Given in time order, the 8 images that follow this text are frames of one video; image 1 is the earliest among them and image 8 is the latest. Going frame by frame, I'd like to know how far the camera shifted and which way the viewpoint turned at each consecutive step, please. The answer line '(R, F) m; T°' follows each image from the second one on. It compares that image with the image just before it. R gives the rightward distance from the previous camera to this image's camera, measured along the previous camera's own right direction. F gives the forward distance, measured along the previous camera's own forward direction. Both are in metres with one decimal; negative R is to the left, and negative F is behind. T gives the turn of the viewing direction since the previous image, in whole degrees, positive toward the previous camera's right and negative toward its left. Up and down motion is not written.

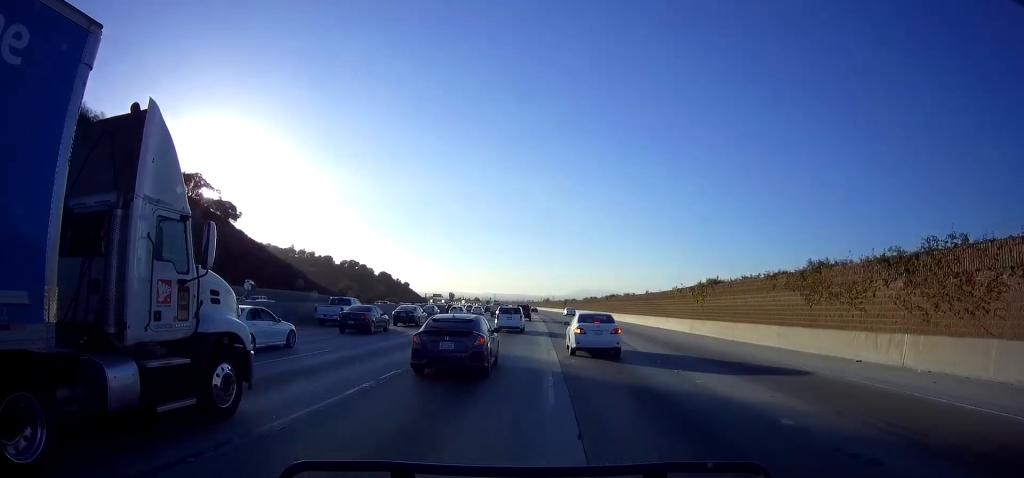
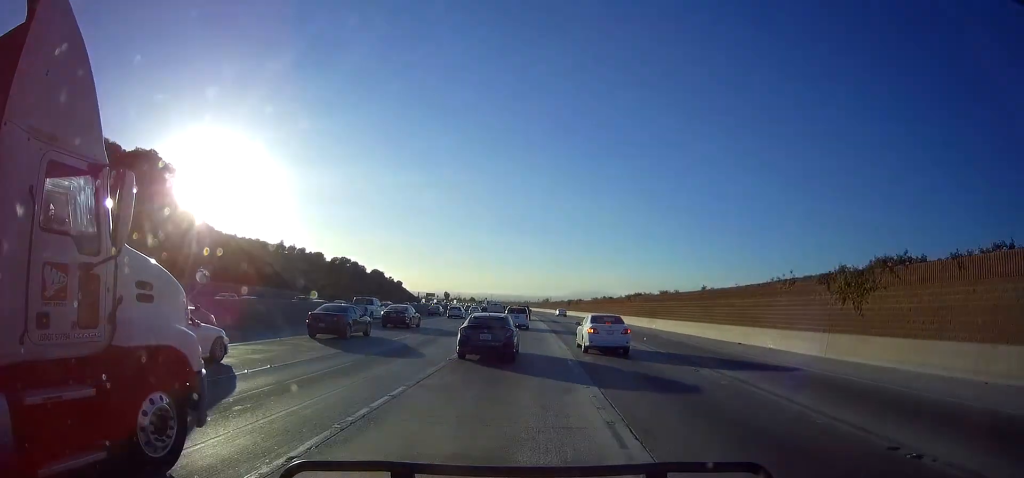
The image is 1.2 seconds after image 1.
(0.0, +17.6) m; 0°
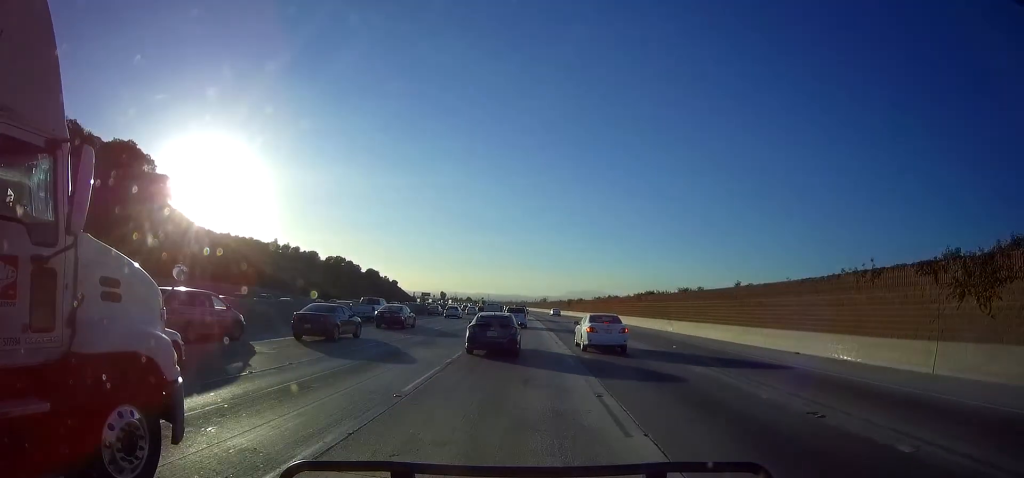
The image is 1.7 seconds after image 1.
(0.0, +6.6) m; 0°
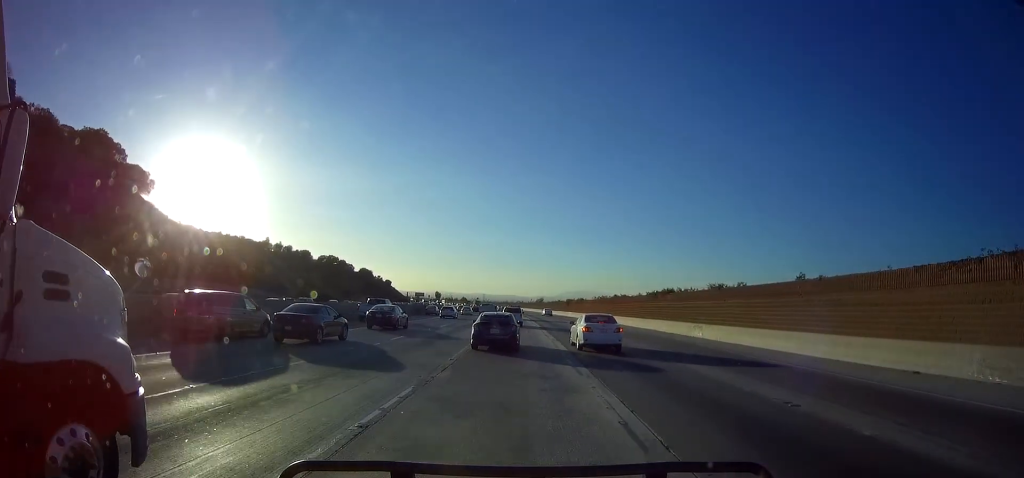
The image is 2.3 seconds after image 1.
(0.0, +8.0) m; 0°
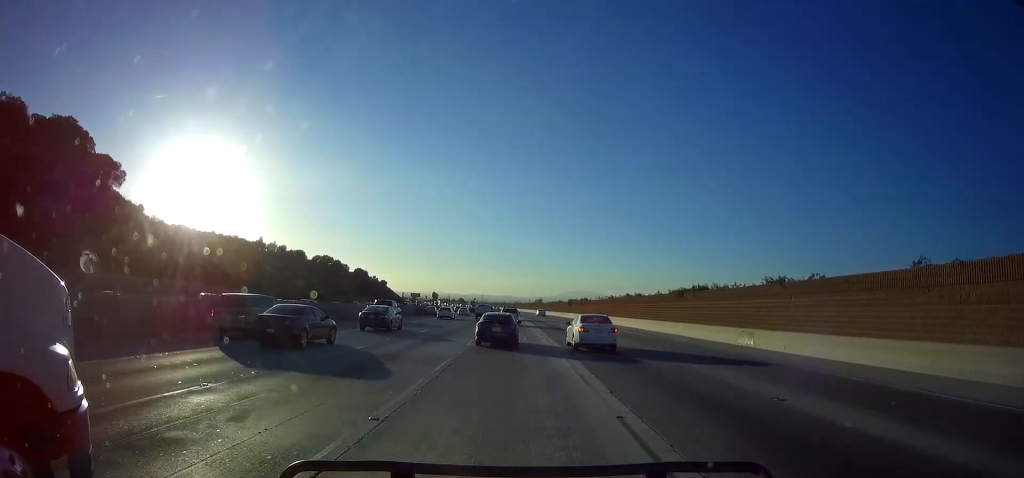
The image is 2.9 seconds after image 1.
(-0.1, +8.5) m; 0°
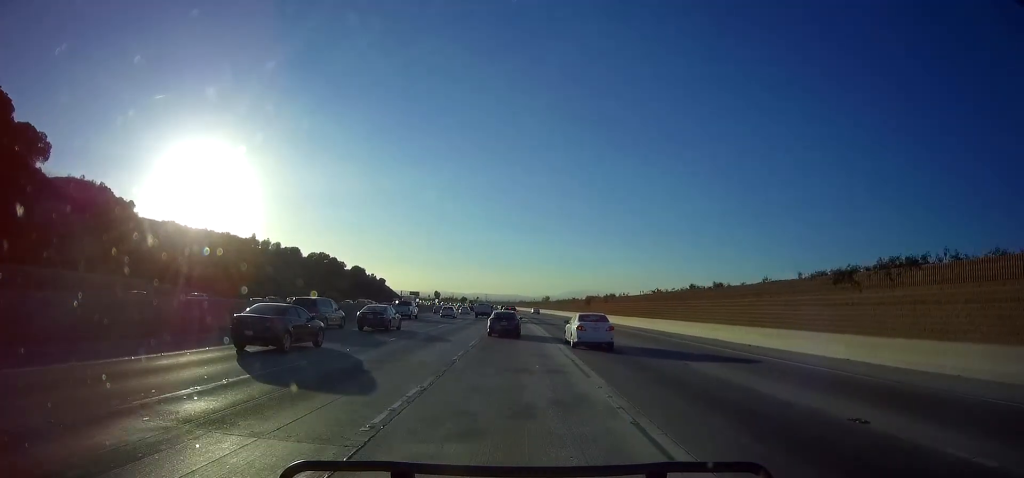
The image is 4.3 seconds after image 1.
(-0.1, +20.7) m; 0°
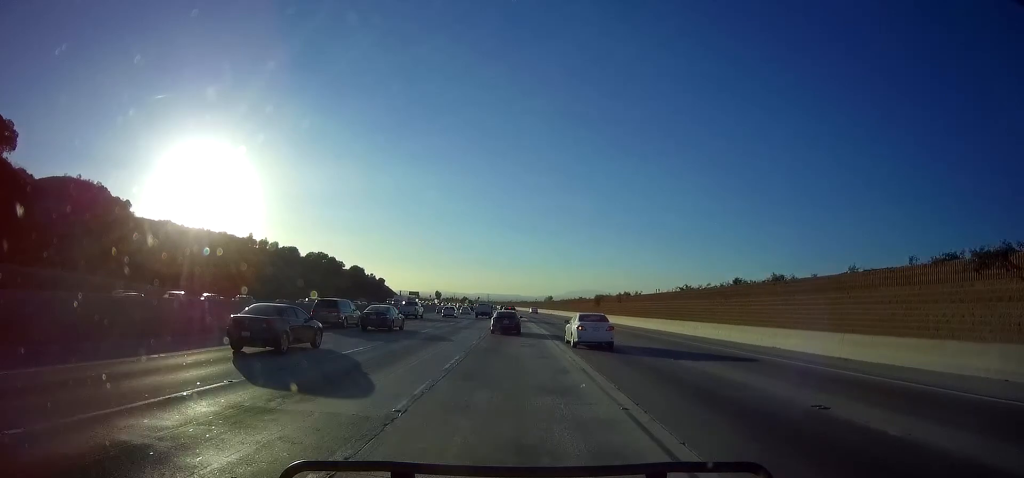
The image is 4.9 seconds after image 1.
(0.0, +7.9) m; 0°
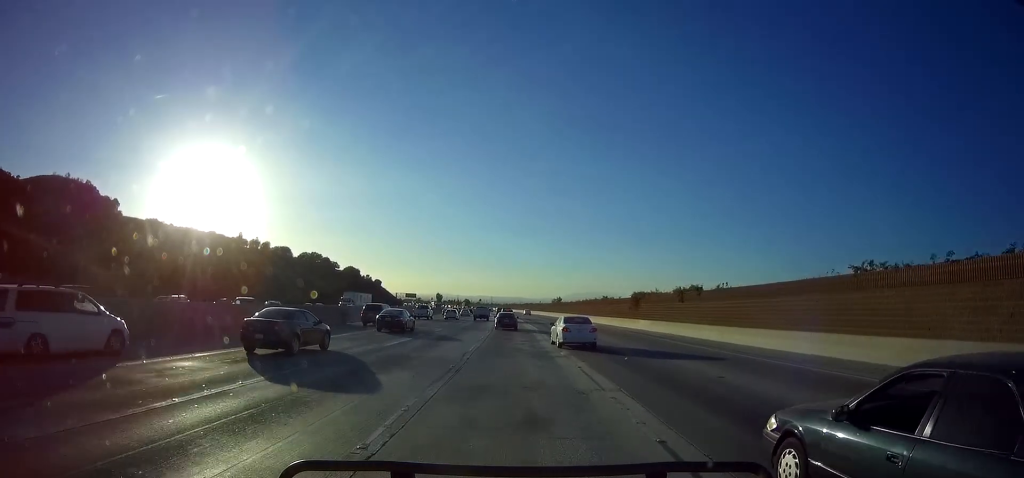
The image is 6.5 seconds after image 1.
(-0.1, +22.8) m; -1°
